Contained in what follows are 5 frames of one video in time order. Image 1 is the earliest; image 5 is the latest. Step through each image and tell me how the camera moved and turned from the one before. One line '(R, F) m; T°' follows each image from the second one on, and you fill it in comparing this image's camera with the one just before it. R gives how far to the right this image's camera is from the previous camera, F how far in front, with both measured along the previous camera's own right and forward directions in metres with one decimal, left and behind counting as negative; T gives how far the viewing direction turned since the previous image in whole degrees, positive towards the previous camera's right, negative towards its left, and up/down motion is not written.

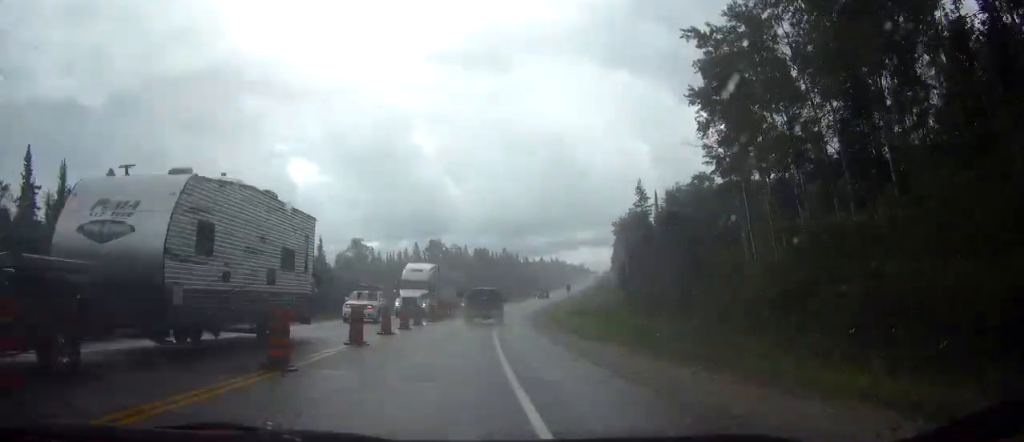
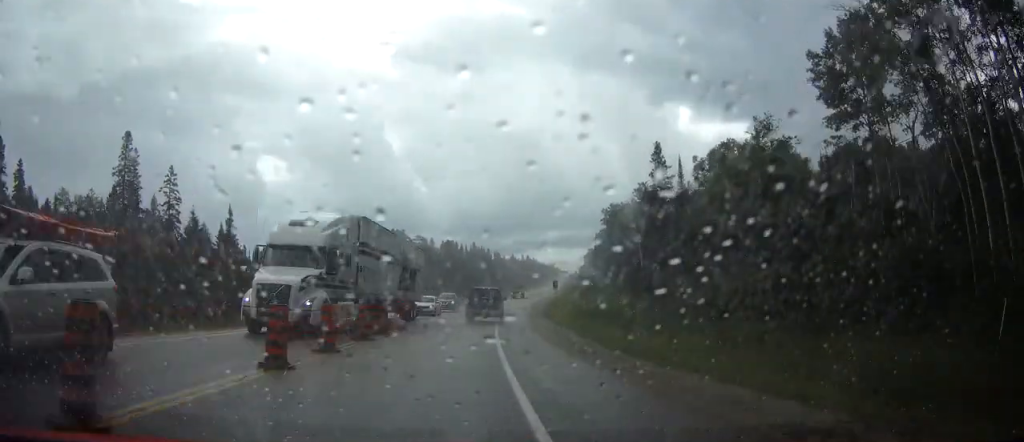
(+0.6, +28.8) m; +3°
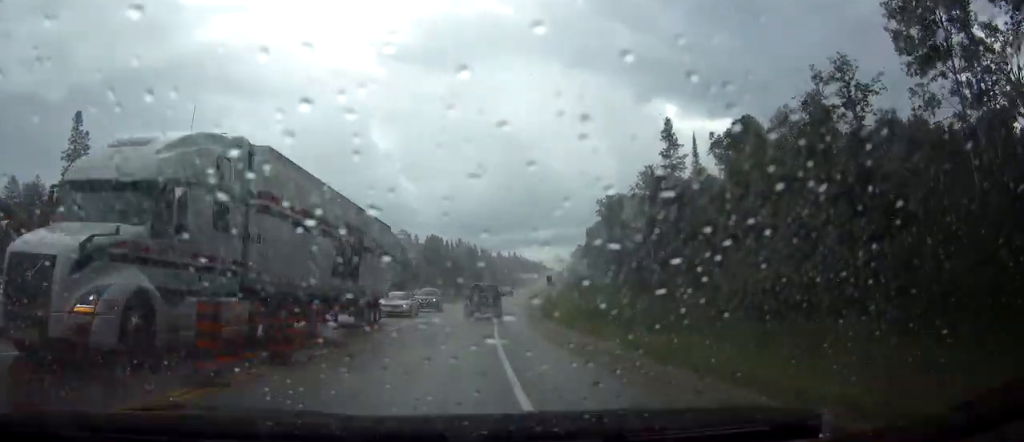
(+0.2, +11.3) m; +1°
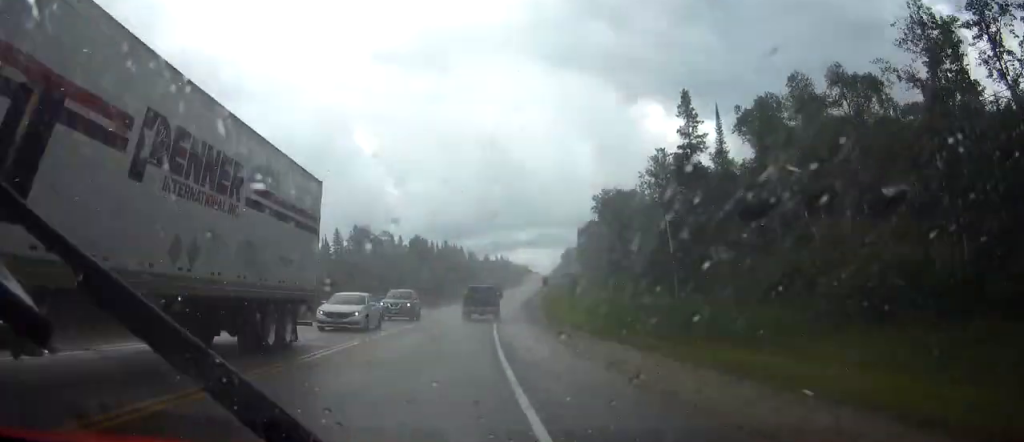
(0.0, +12.1) m; +1°
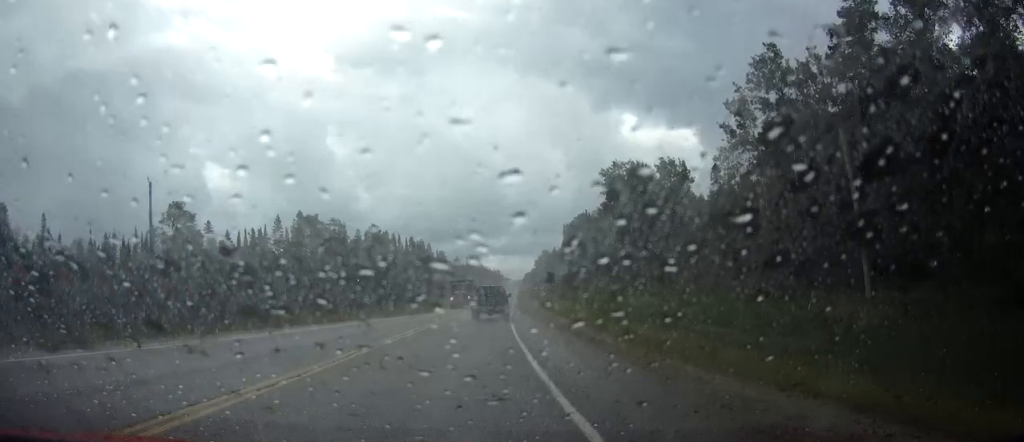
(+1.2, +37.5) m; +3°
